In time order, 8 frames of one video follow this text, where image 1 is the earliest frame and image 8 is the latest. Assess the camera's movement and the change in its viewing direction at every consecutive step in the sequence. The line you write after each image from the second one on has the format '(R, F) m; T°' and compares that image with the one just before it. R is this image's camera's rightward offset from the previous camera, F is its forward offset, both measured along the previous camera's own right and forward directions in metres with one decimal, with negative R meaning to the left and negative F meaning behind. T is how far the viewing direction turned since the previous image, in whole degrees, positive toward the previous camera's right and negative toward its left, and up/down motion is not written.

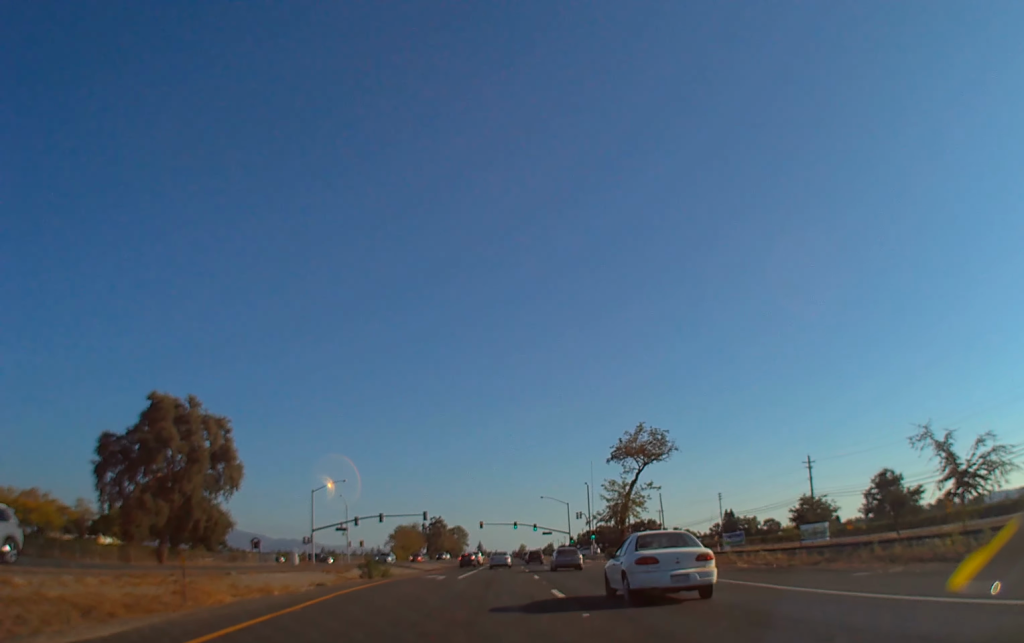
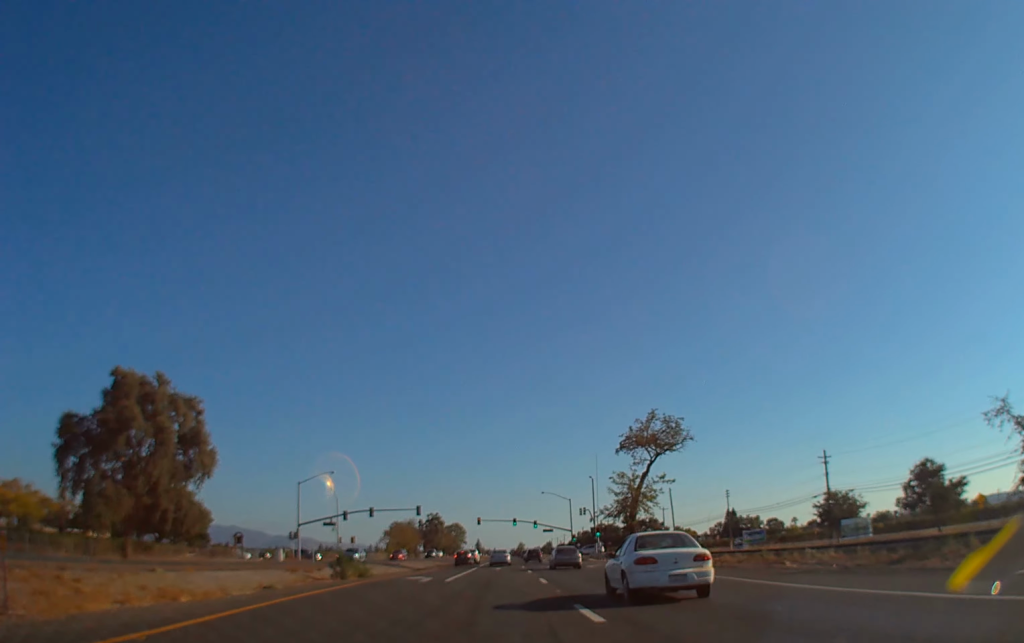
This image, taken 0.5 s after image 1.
(0.0, +6.4) m; 0°
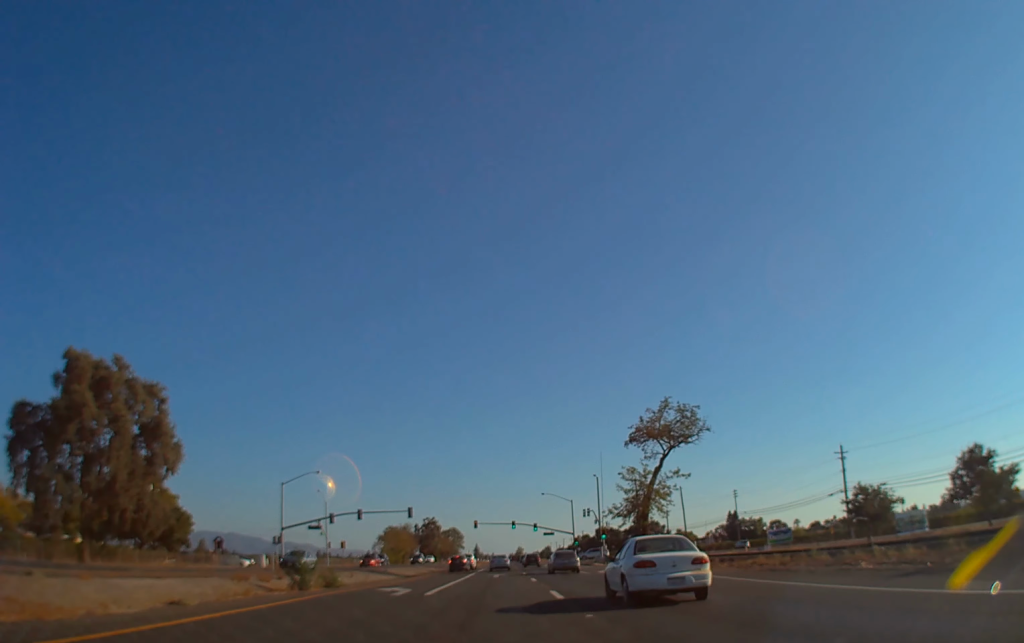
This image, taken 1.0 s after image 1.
(-0.1, +6.6) m; 0°
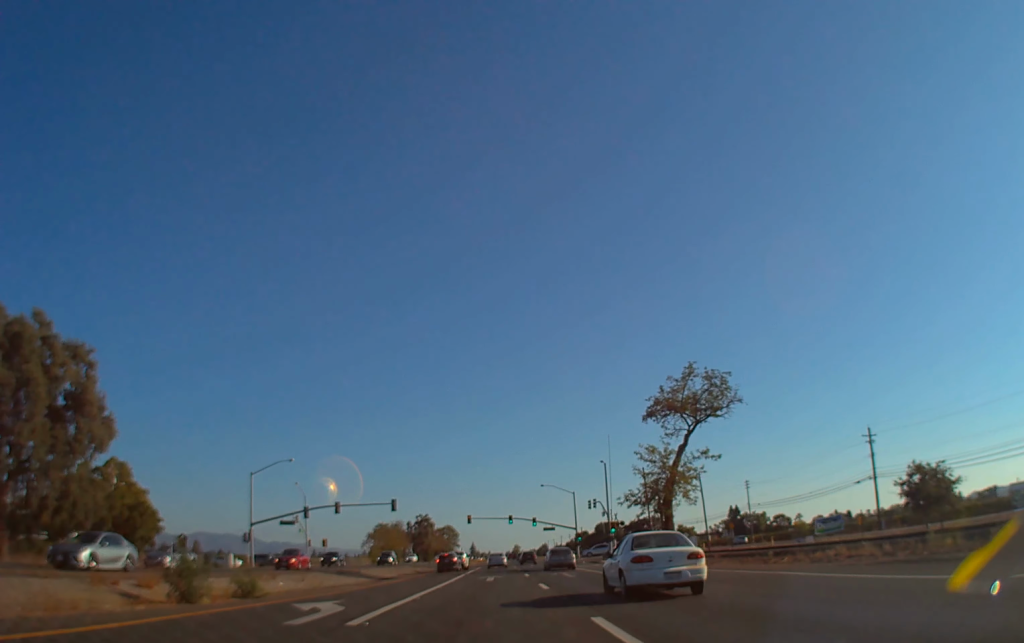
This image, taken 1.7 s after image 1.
(0.0, +10.0) m; 0°
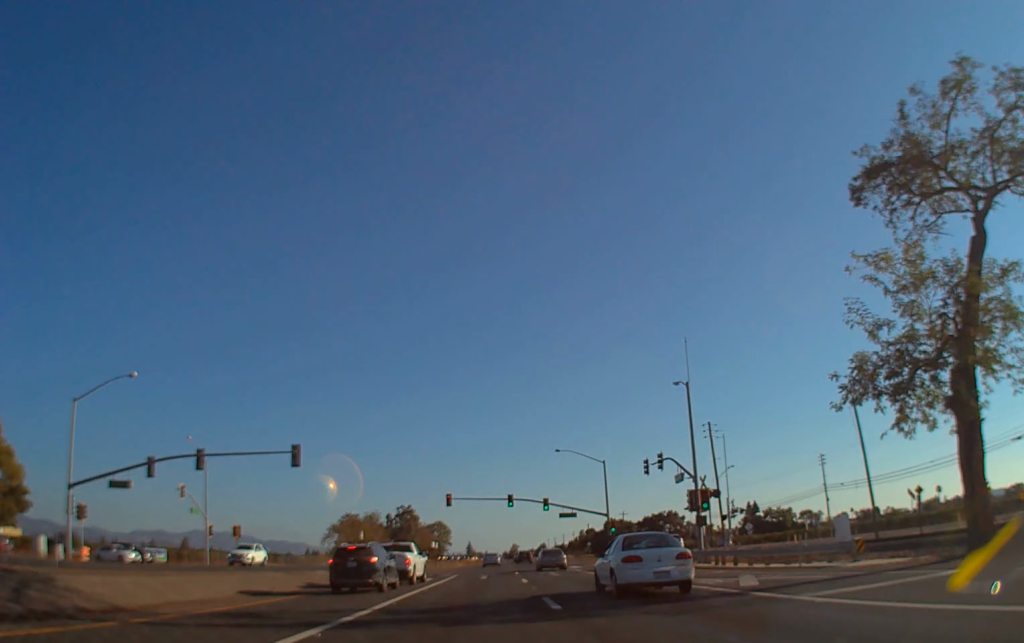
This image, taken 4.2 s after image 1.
(-0.4, +35.9) m; +1°
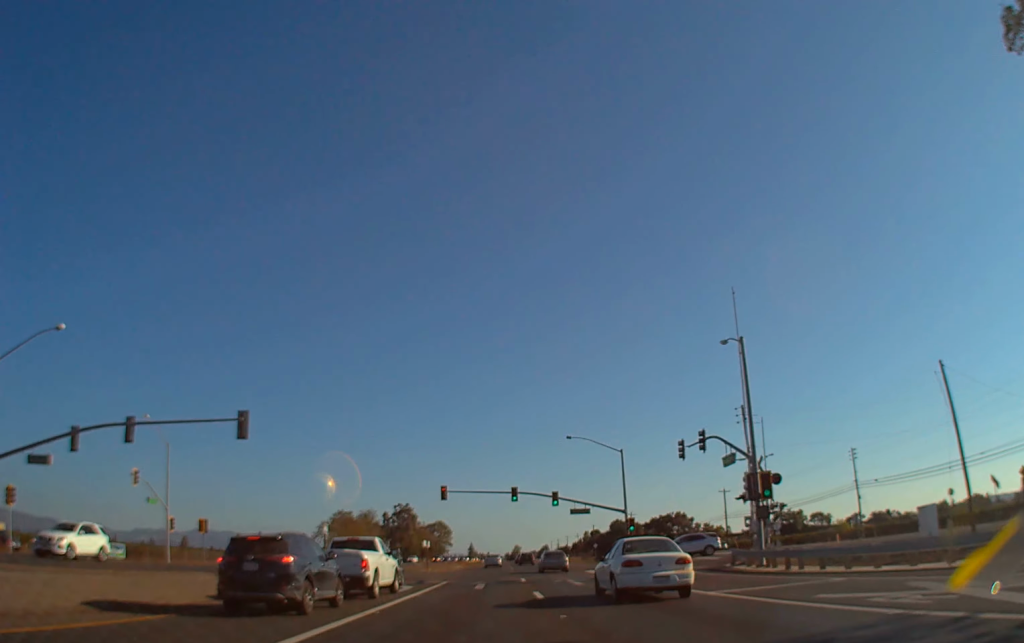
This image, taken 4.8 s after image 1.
(+0.4, +9.5) m; +1°
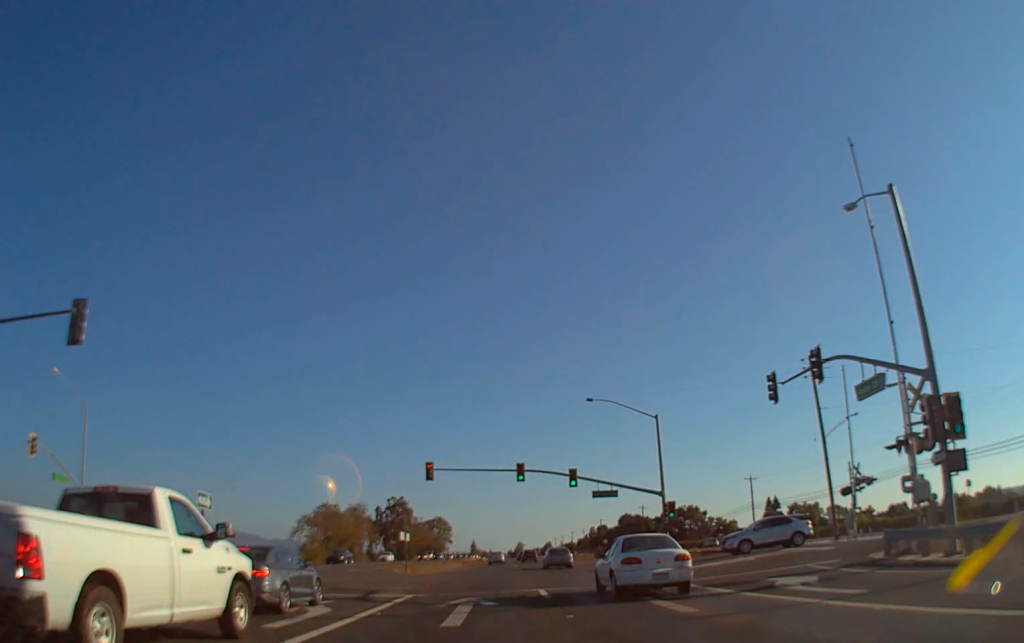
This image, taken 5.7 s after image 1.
(+0.1, +14.5) m; 0°
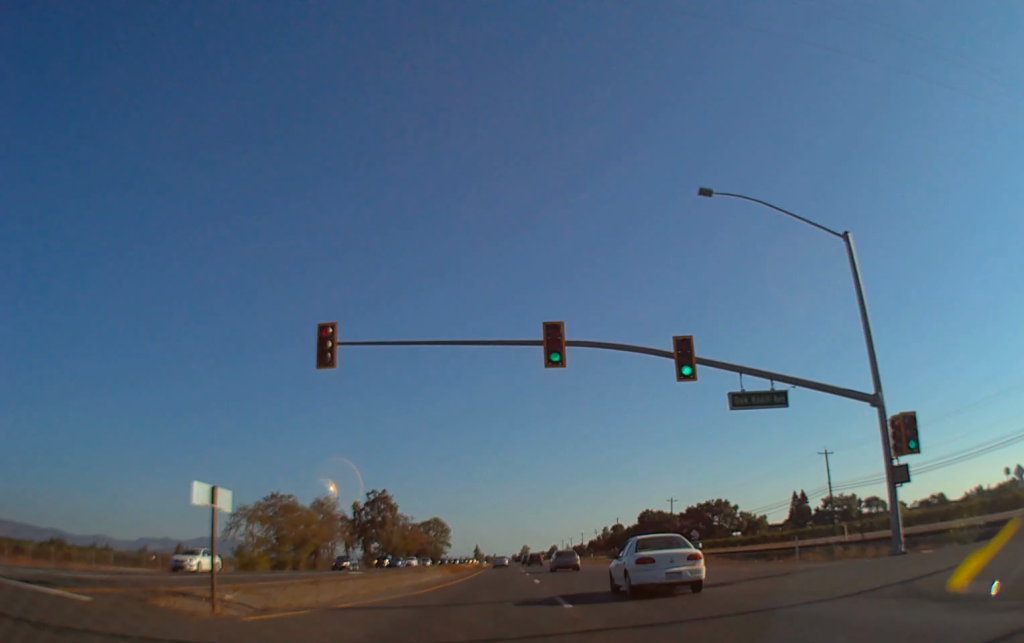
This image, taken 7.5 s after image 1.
(-0.6, +31.6) m; -1°
